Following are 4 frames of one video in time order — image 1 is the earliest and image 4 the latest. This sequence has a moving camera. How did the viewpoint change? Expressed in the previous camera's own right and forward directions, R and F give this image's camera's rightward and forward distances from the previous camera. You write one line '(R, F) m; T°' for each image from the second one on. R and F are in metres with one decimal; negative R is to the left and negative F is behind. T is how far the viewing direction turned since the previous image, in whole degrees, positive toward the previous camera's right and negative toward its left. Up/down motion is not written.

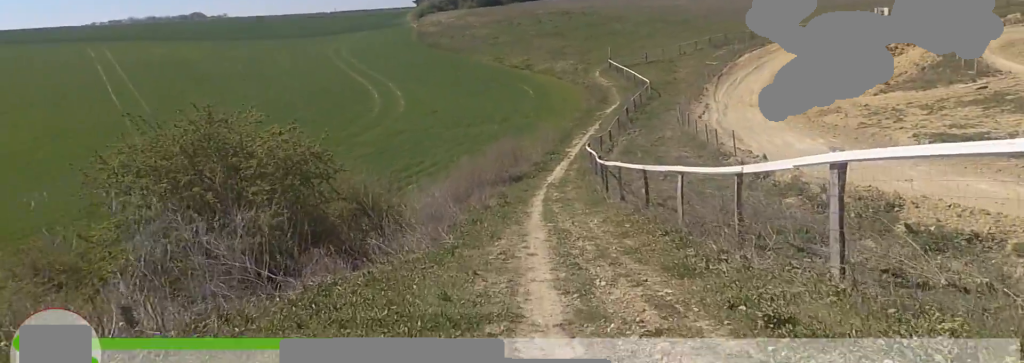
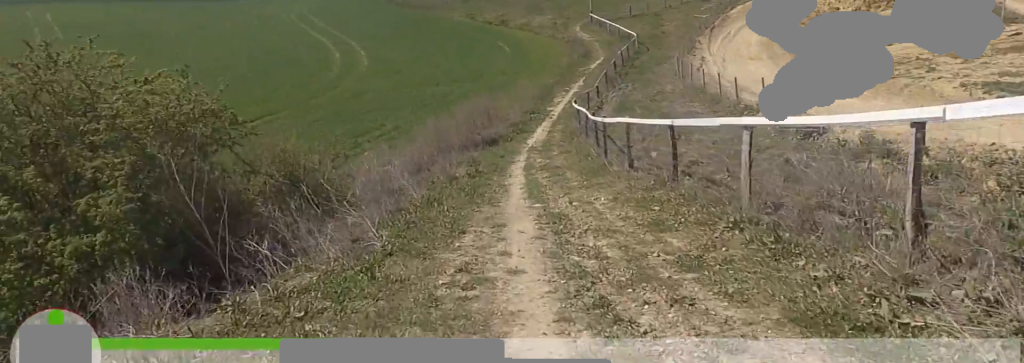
(+0.4, +4.7) m; +11°
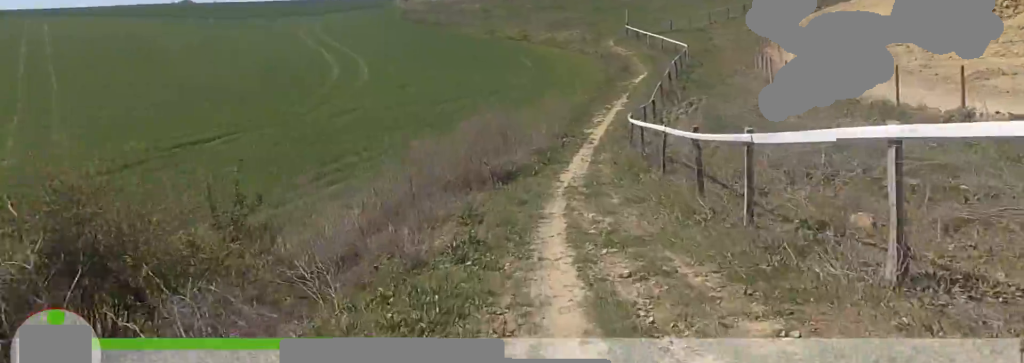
(-0.3, +8.3) m; 0°
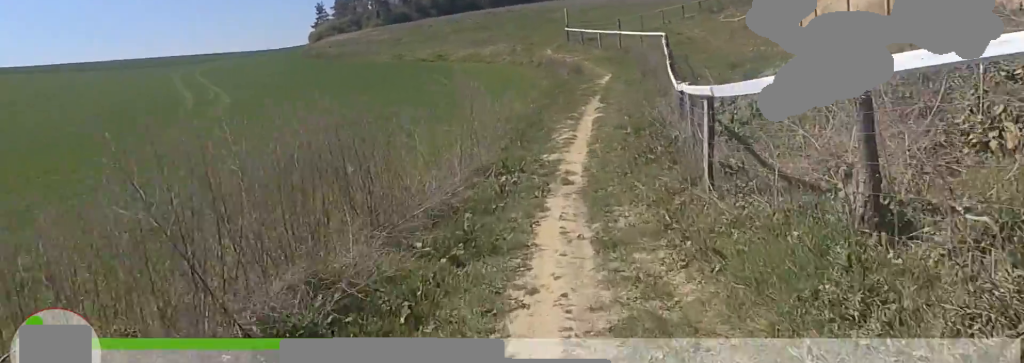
(+2.2, +13.1) m; +18°
